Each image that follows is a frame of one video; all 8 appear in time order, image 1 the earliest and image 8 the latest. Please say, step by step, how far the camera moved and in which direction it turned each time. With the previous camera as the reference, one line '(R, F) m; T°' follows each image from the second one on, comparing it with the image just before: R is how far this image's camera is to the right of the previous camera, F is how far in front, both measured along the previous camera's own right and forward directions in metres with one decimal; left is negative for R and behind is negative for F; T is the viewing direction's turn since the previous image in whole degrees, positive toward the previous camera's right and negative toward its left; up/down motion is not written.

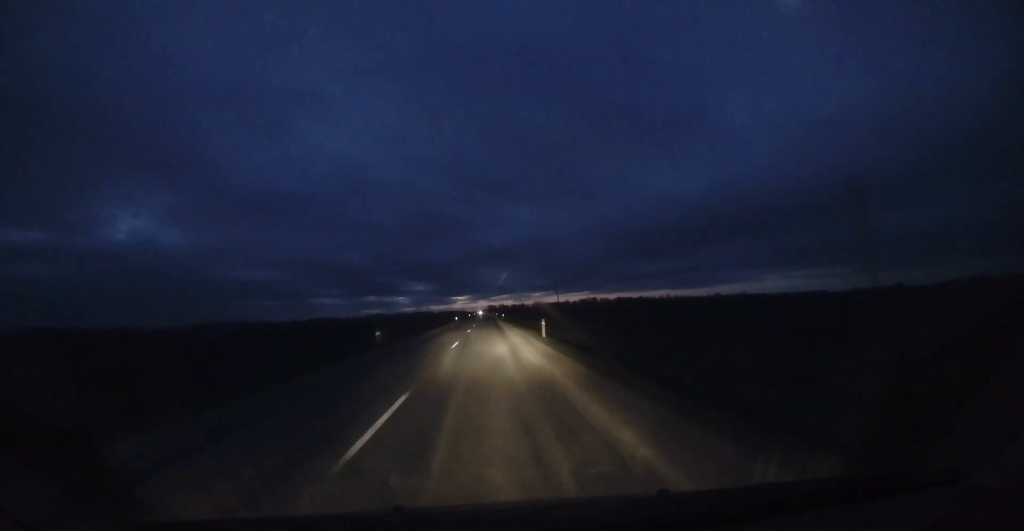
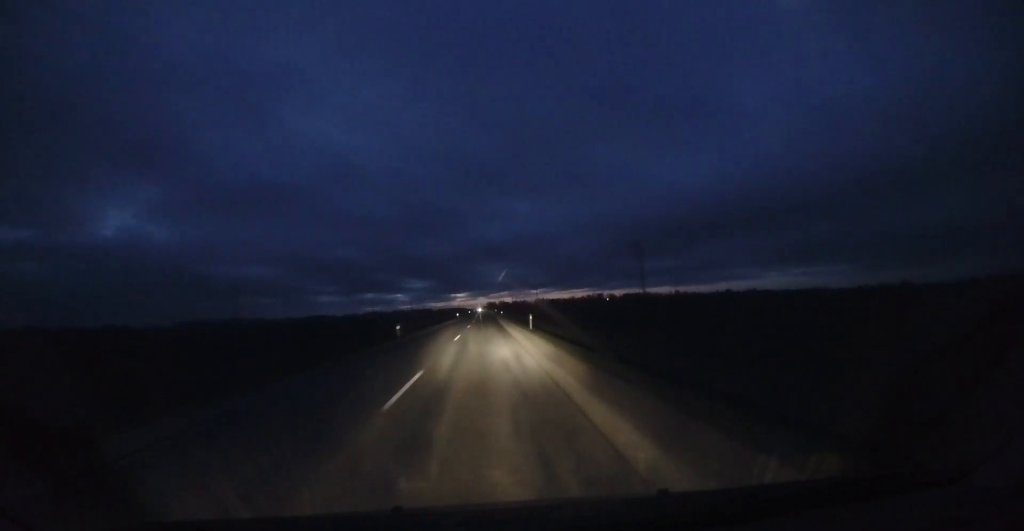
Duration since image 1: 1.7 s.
(+0.6, +45.1) m; 0°
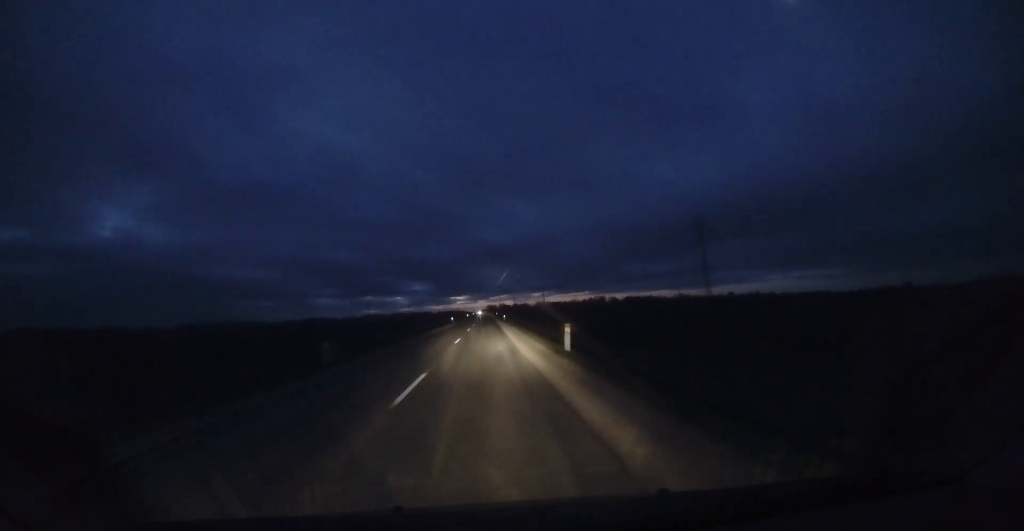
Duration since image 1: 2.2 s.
(-0.1, +11.8) m; 0°
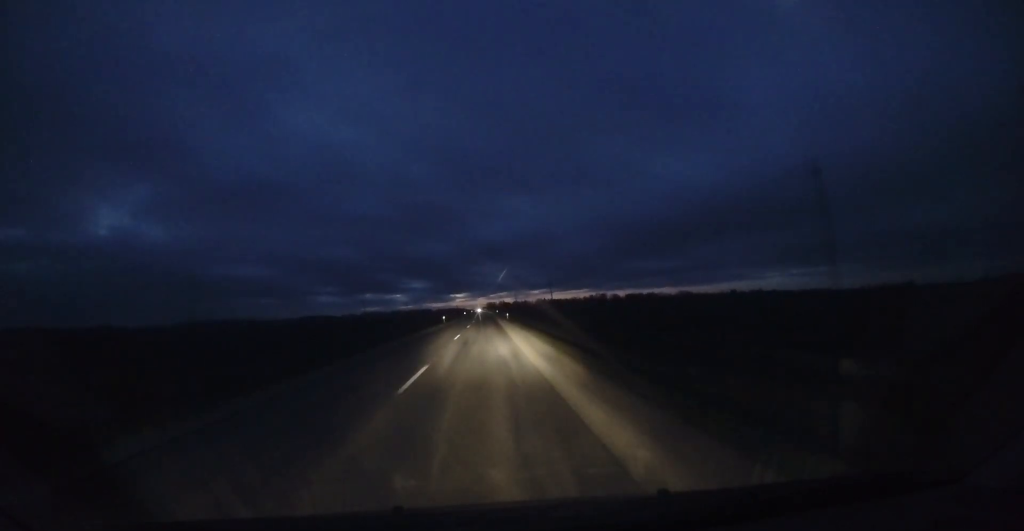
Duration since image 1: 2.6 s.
(-0.1, +11.0) m; 0°
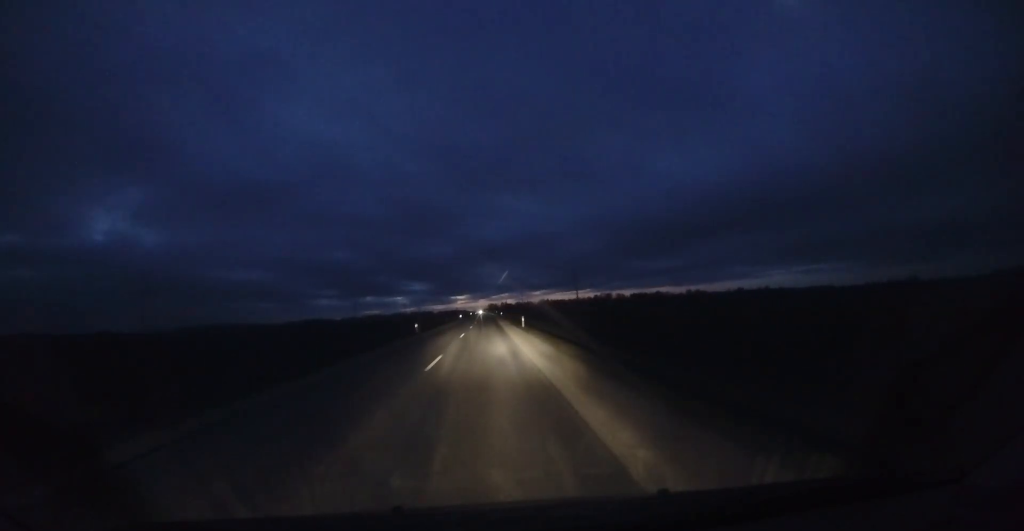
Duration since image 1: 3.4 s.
(0.0, +21.1) m; +1°
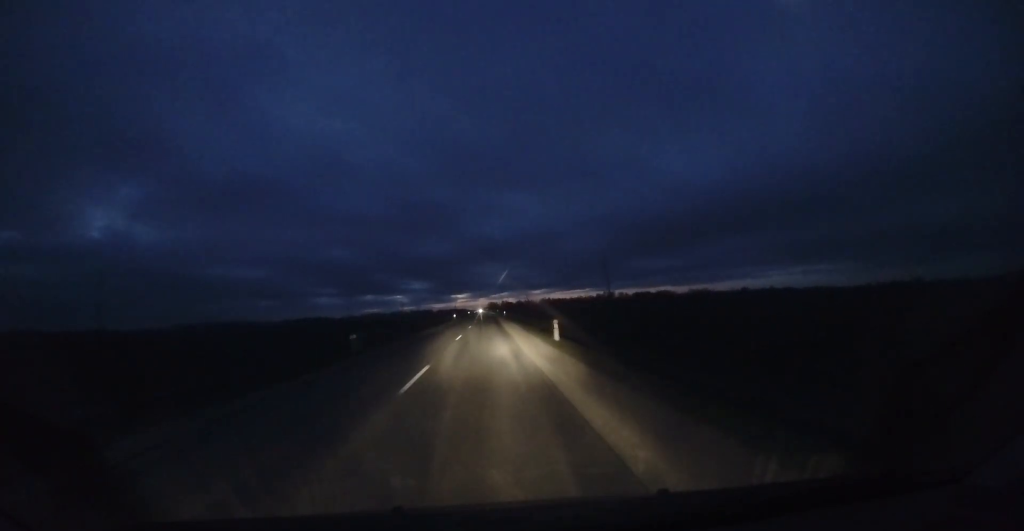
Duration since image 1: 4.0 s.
(+0.1, +15.0) m; 0°
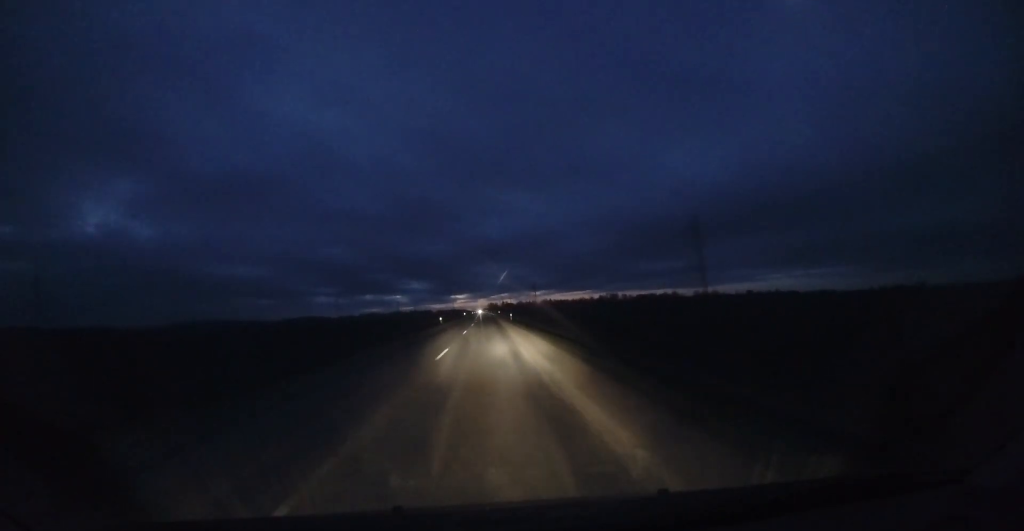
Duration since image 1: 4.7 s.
(+0.2, +19.9) m; 0°
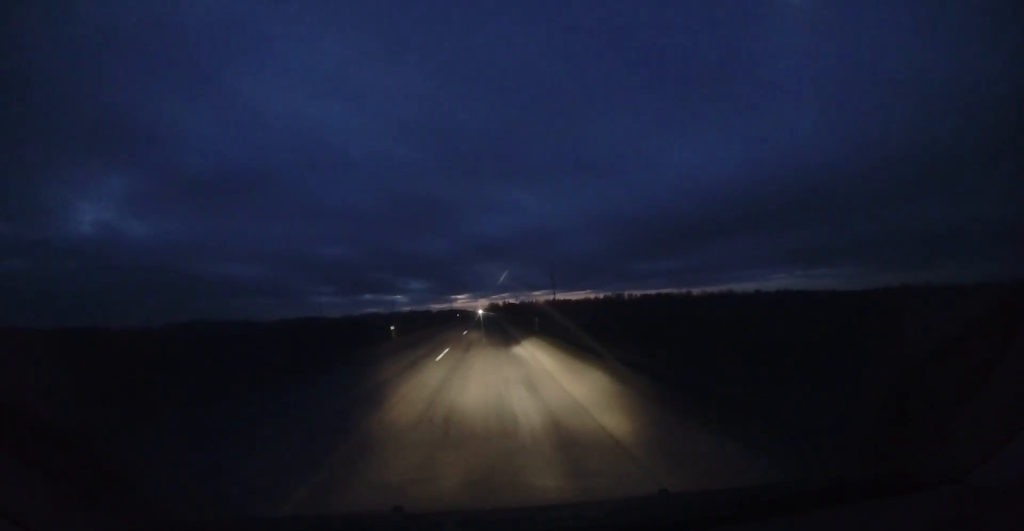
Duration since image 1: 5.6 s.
(-0.3, +24.2) m; -1°
